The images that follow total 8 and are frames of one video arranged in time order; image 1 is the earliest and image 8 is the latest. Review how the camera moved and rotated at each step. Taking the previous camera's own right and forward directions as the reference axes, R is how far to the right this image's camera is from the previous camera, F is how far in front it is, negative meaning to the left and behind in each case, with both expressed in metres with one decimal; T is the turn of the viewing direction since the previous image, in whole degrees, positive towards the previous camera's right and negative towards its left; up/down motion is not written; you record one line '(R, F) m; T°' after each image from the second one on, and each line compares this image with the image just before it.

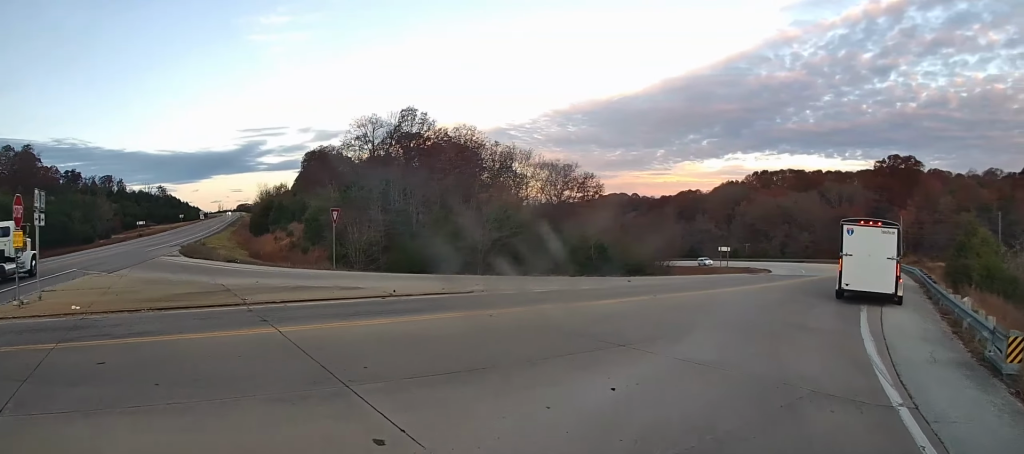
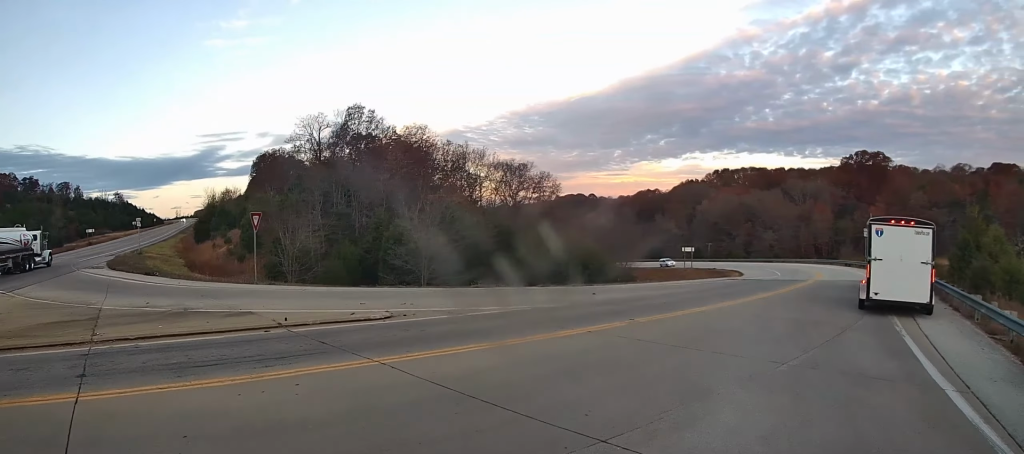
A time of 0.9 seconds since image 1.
(+0.2, +4.5) m; +9°
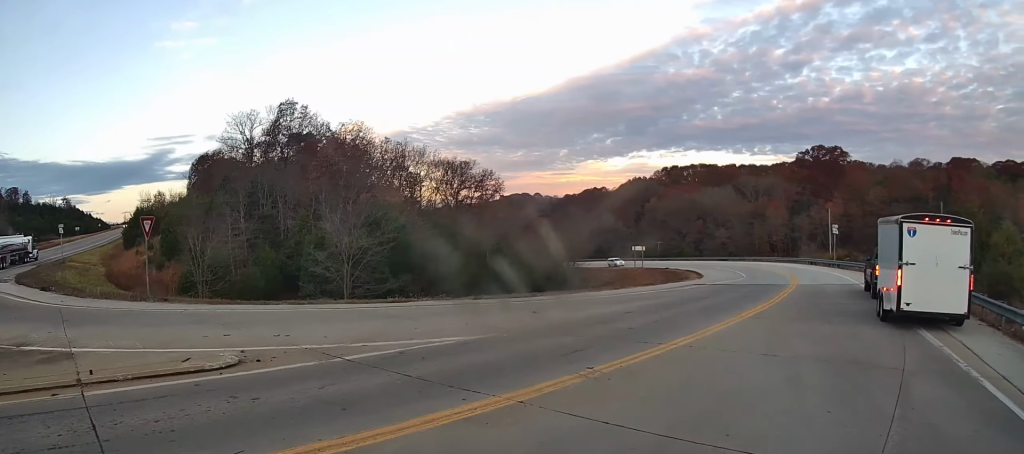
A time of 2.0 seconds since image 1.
(+0.7, +4.7) m; +15°
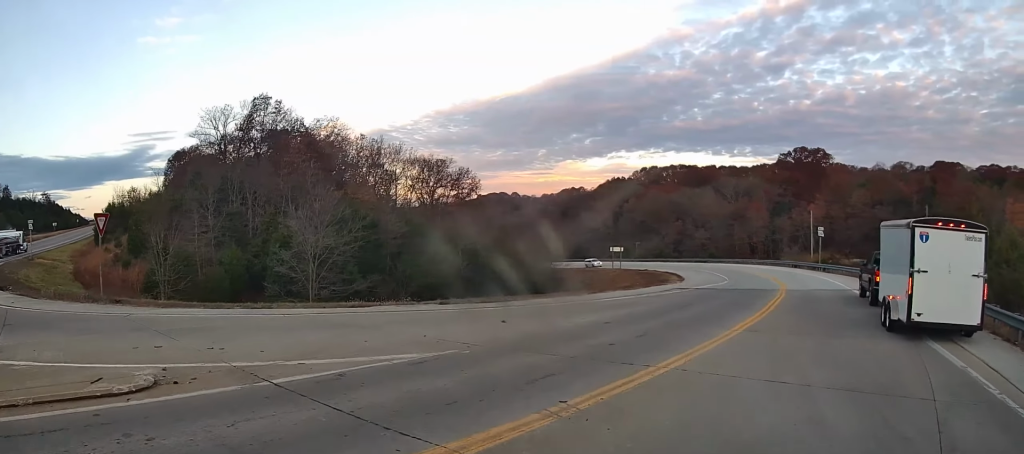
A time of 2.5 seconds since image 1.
(+0.1, +1.8) m; +4°
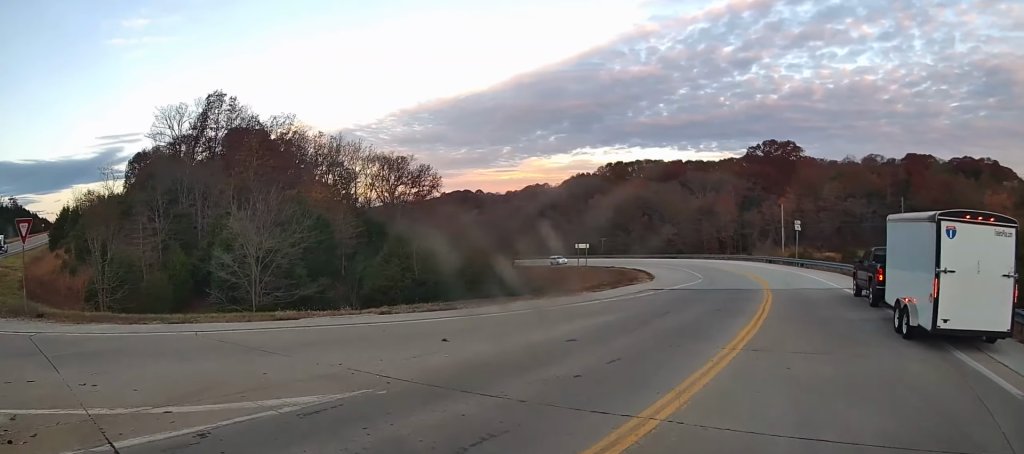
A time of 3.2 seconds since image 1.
(0.0, +2.7) m; -2°
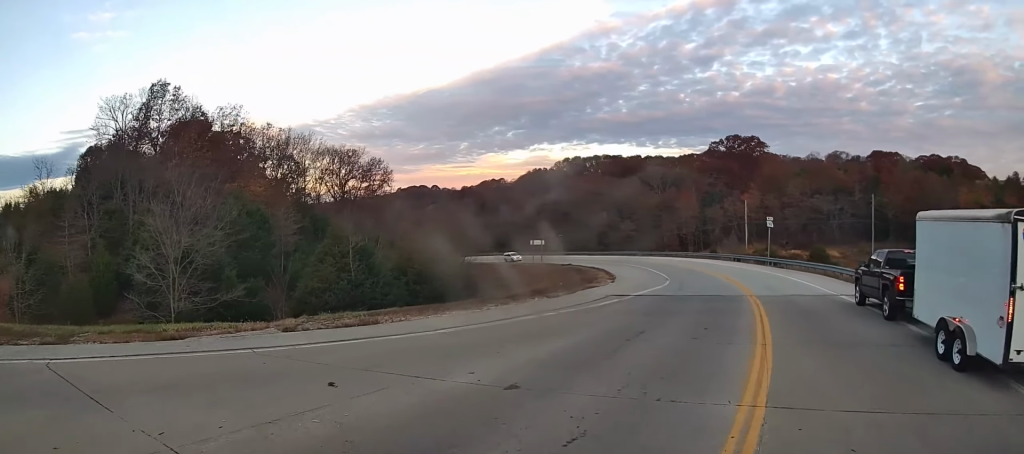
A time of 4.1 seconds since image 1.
(-0.1, +3.6) m; +1°
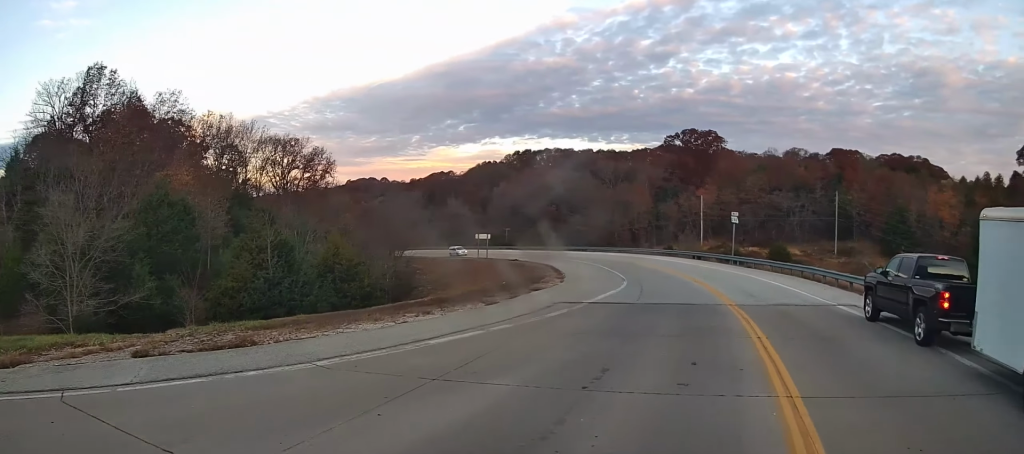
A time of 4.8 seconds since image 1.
(+0.1, +3.7) m; +3°
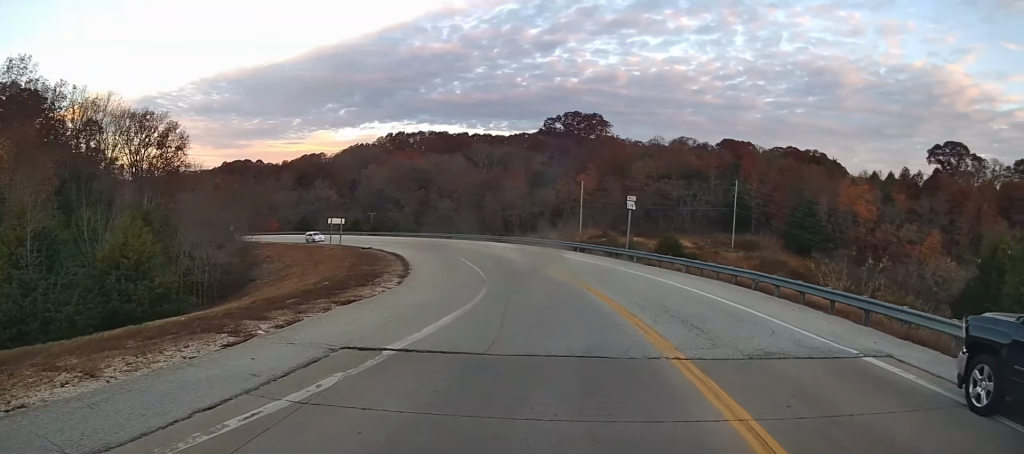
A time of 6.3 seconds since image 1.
(+0.5, +8.8) m; +8°
